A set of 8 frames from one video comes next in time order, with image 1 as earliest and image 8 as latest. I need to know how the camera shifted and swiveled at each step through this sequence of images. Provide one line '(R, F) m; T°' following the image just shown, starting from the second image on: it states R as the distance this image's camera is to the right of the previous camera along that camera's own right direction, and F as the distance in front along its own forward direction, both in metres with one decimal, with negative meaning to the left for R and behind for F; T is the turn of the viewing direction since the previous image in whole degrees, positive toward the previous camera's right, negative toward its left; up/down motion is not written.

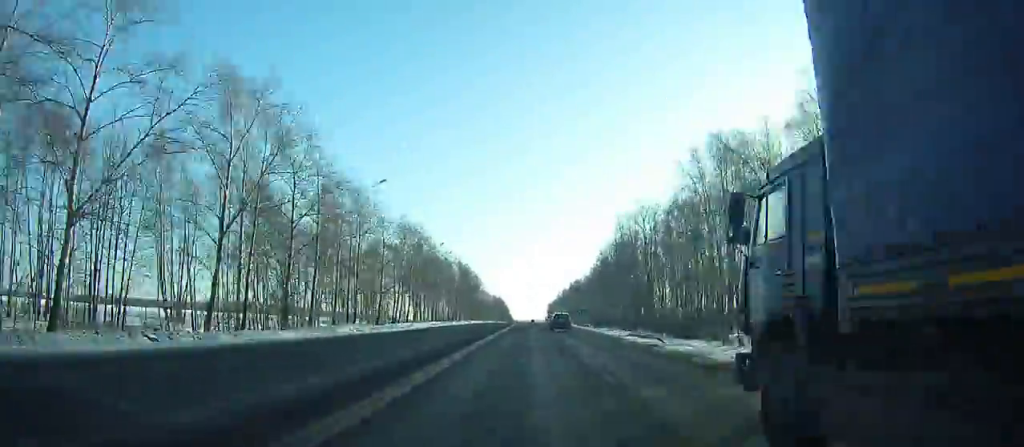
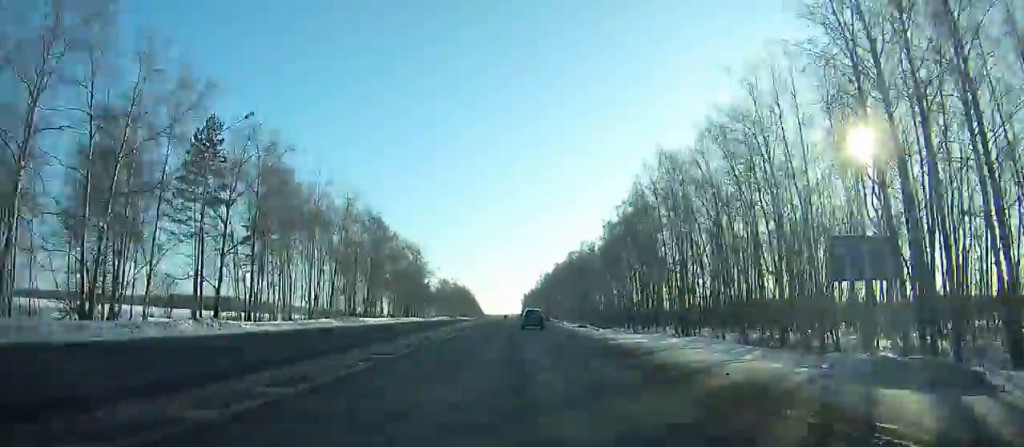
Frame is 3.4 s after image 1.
(+1.4, +82.9) m; +1°
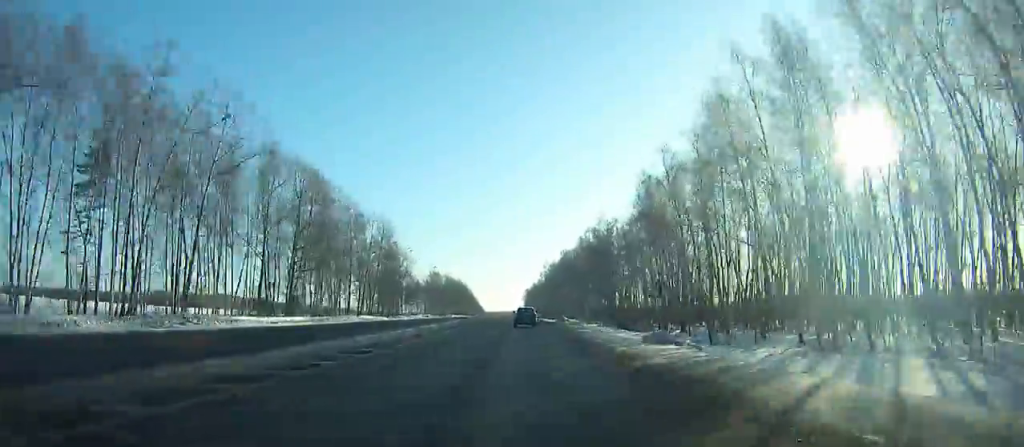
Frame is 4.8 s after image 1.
(+0.1, +33.6) m; 0°
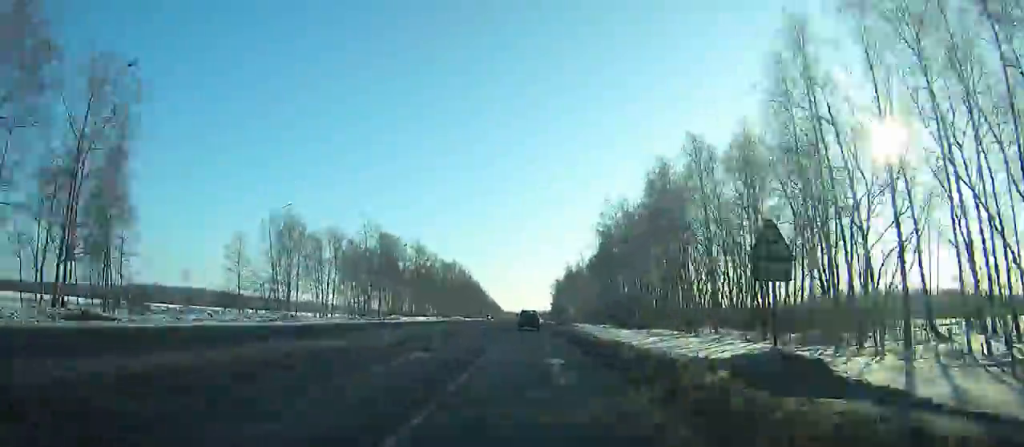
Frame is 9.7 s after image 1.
(-1.2, +115.4) m; -1°
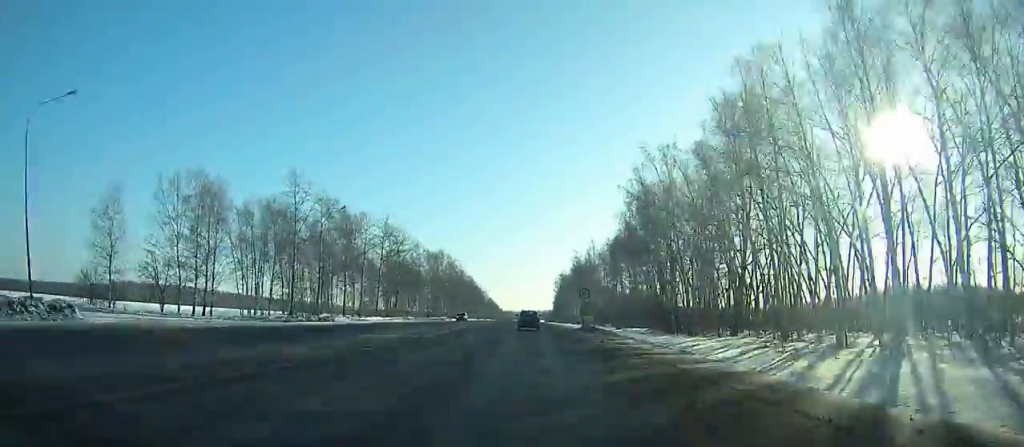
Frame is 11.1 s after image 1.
(-0.2, +32.2) m; 0°
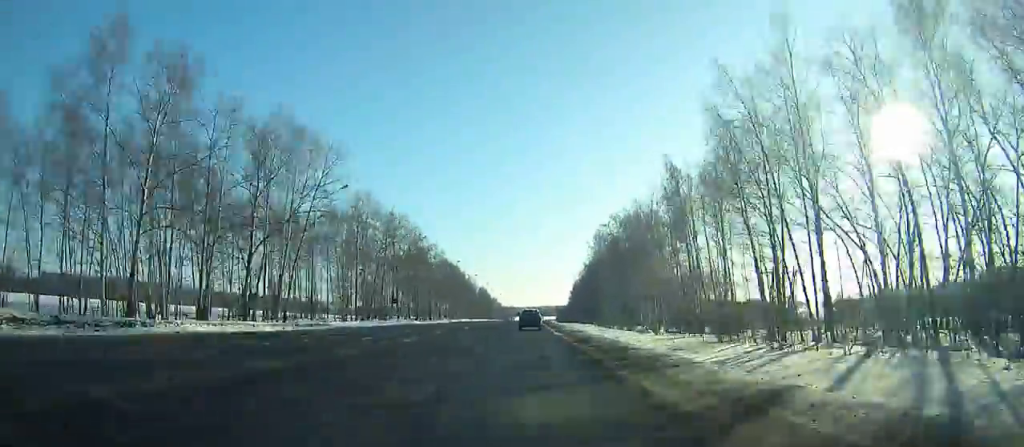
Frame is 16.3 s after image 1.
(-0.6, +119.2) m; 0°
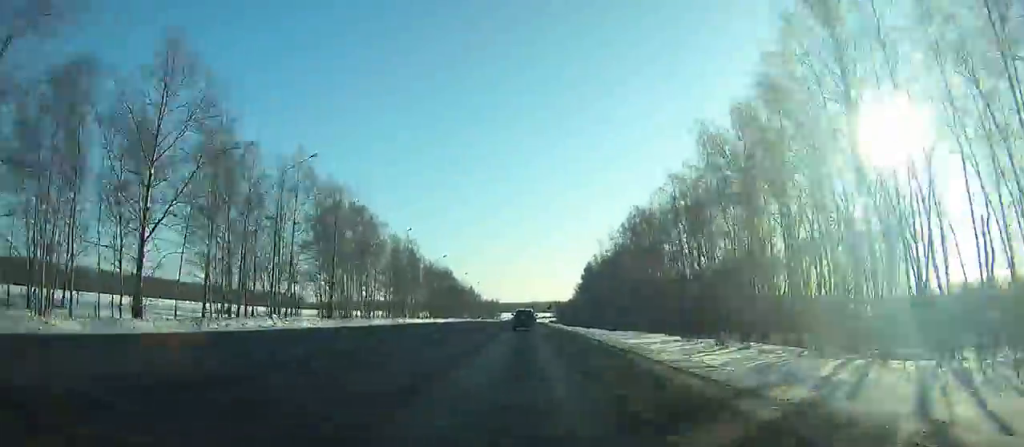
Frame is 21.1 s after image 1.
(+0.6, +111.0) m; 0°
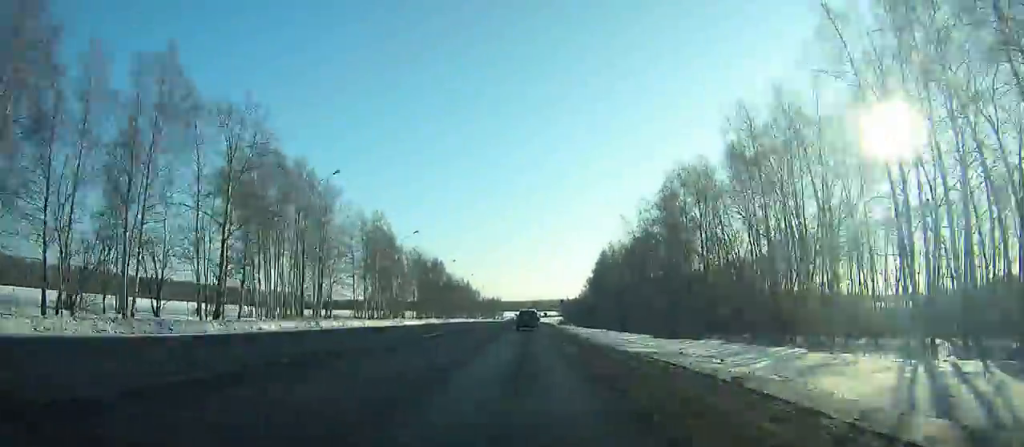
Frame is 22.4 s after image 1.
(0.0, +30.5) m; 0°
